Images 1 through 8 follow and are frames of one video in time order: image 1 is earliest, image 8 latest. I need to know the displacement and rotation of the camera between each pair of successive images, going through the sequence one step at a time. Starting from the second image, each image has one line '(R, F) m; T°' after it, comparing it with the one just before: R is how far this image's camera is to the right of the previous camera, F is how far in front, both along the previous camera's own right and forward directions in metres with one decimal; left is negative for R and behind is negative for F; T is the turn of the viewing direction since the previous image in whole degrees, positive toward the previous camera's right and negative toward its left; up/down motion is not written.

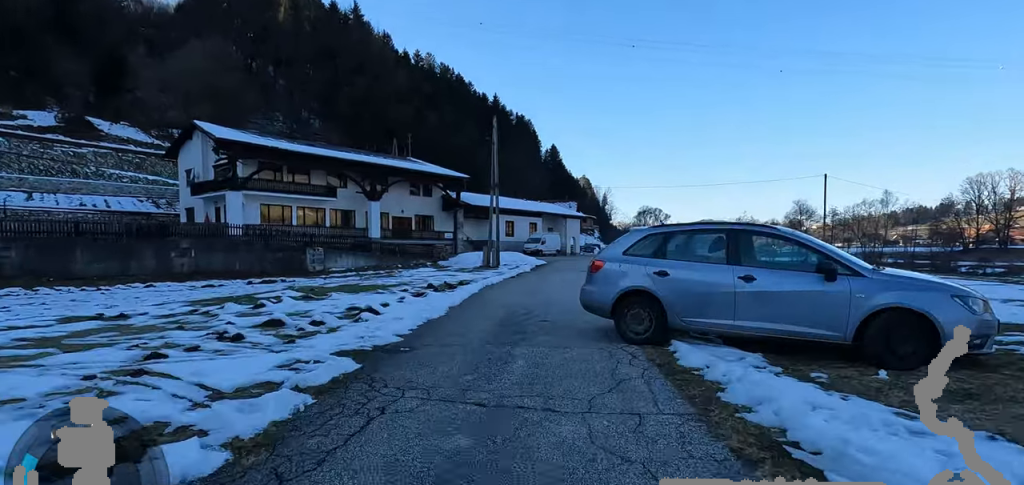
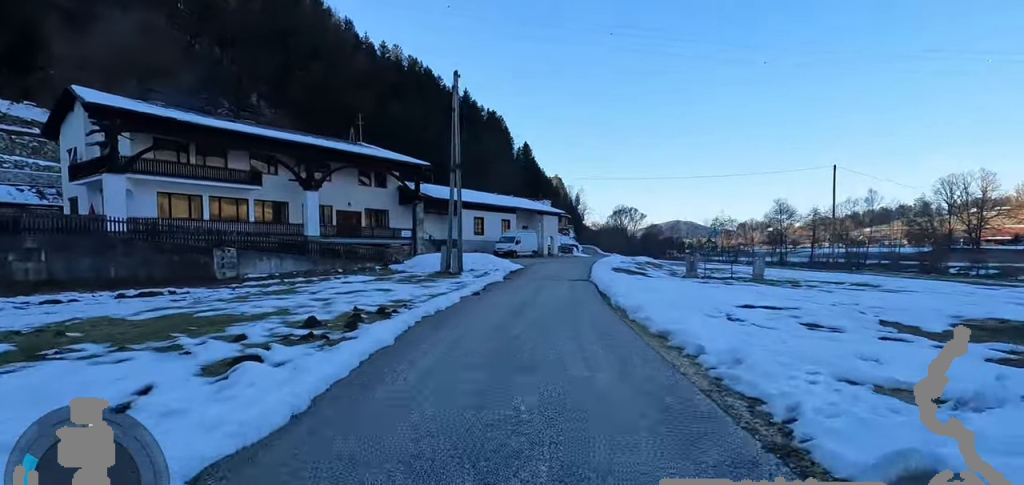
(-0.8, +7.8) m; -7°
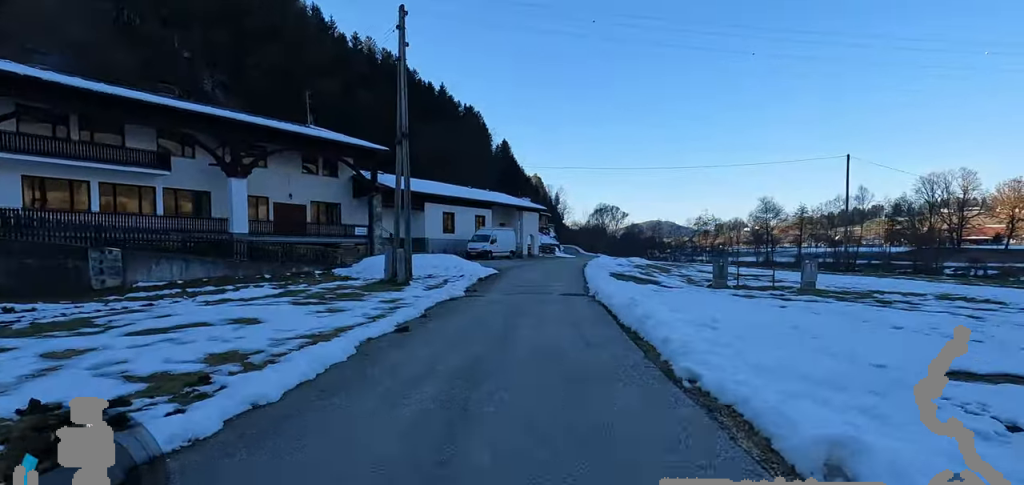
(-0.2, +6.4) m; +6°
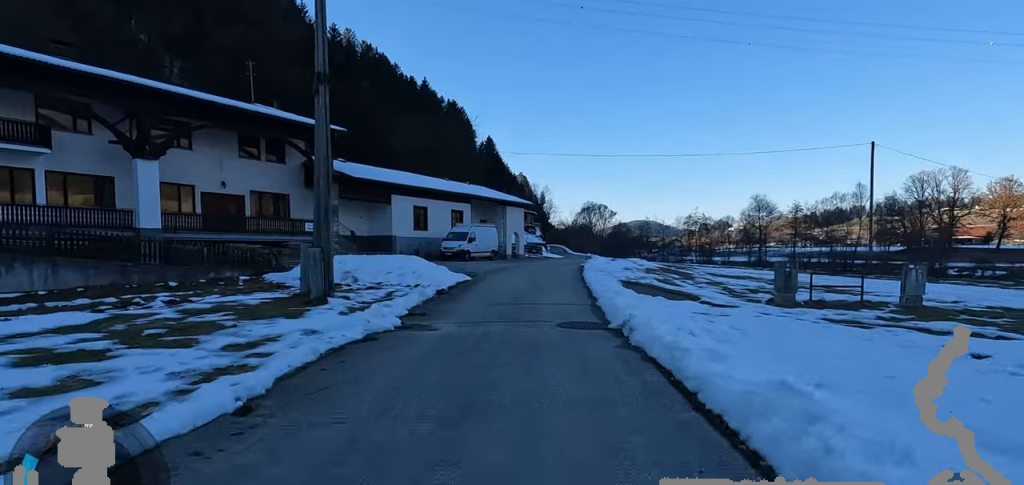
(+0.6, +5.6) m; +8°
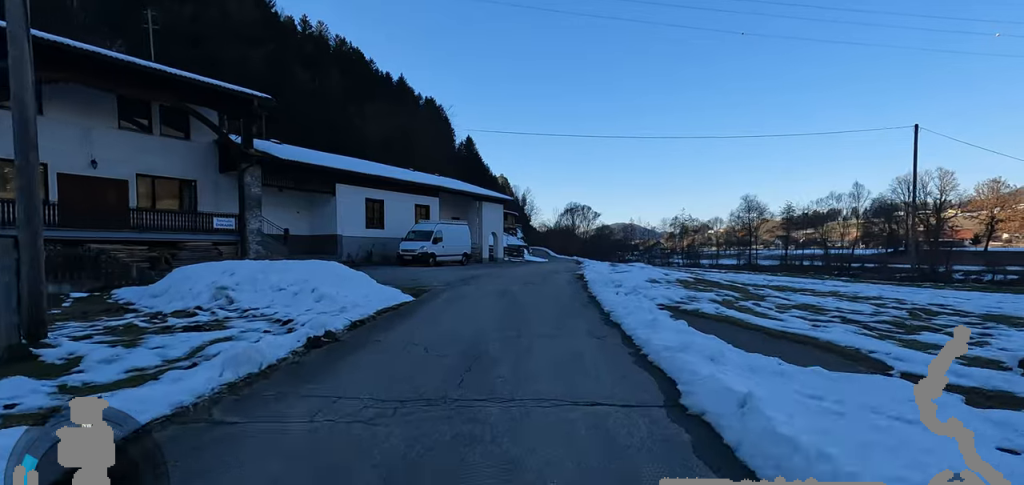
(+0.4, +7.0) m; +4°
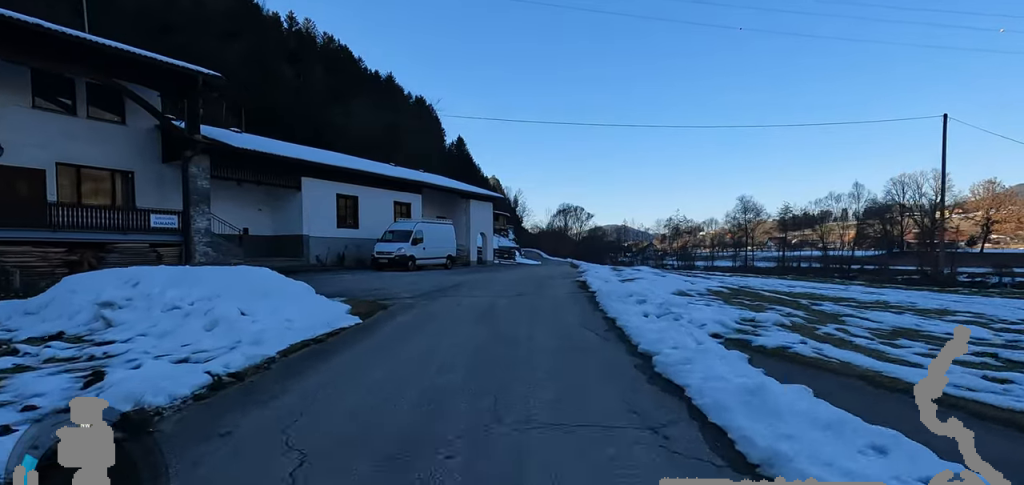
(-0.4, +3.2) m; 0°
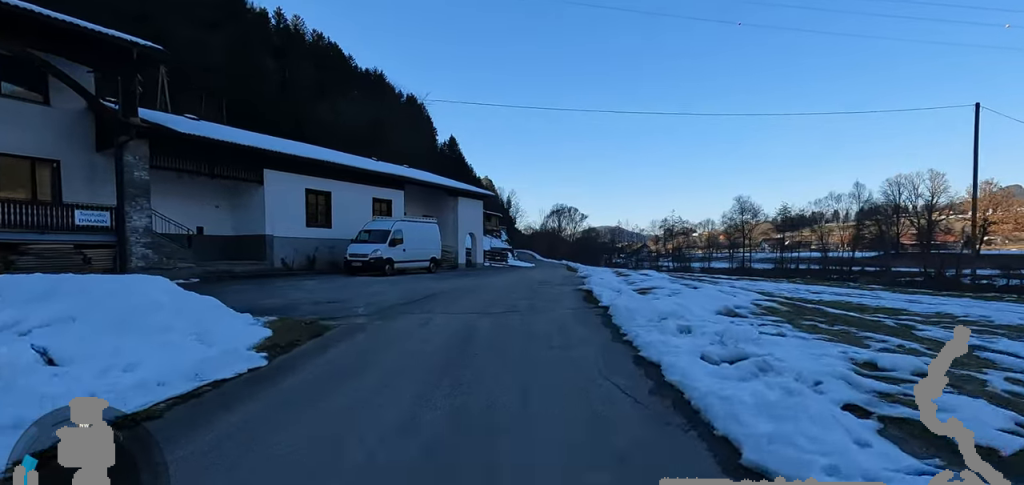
(+0.4, +2.9) m; 0°
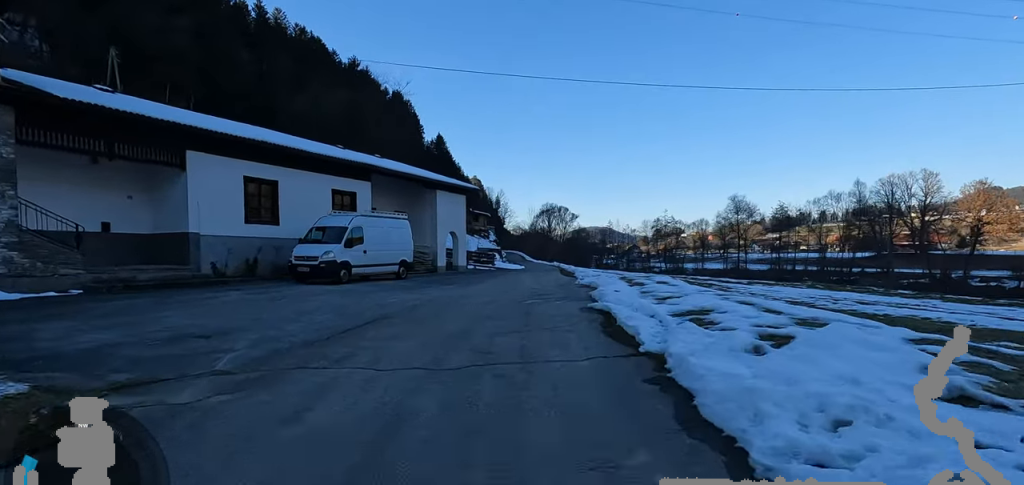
(+0.3, +4.3) m; 0°
